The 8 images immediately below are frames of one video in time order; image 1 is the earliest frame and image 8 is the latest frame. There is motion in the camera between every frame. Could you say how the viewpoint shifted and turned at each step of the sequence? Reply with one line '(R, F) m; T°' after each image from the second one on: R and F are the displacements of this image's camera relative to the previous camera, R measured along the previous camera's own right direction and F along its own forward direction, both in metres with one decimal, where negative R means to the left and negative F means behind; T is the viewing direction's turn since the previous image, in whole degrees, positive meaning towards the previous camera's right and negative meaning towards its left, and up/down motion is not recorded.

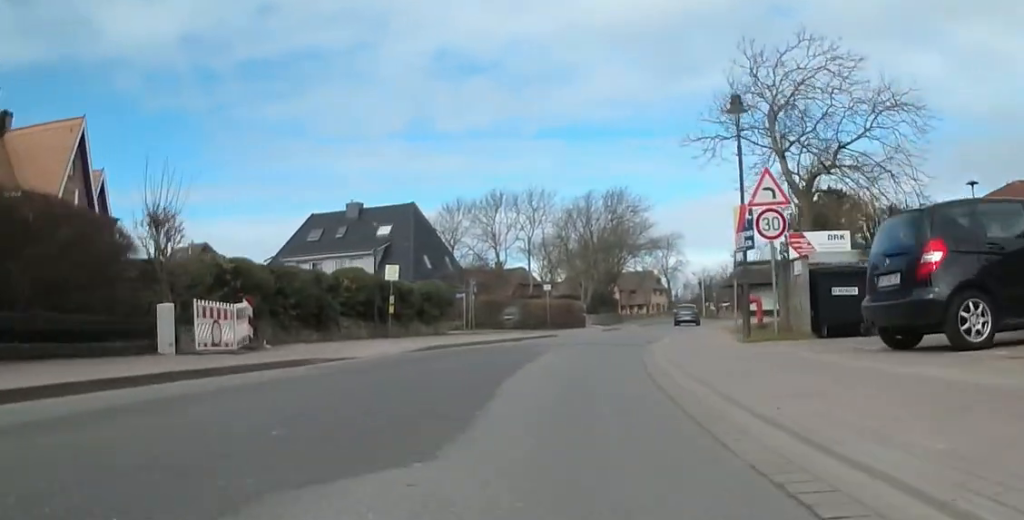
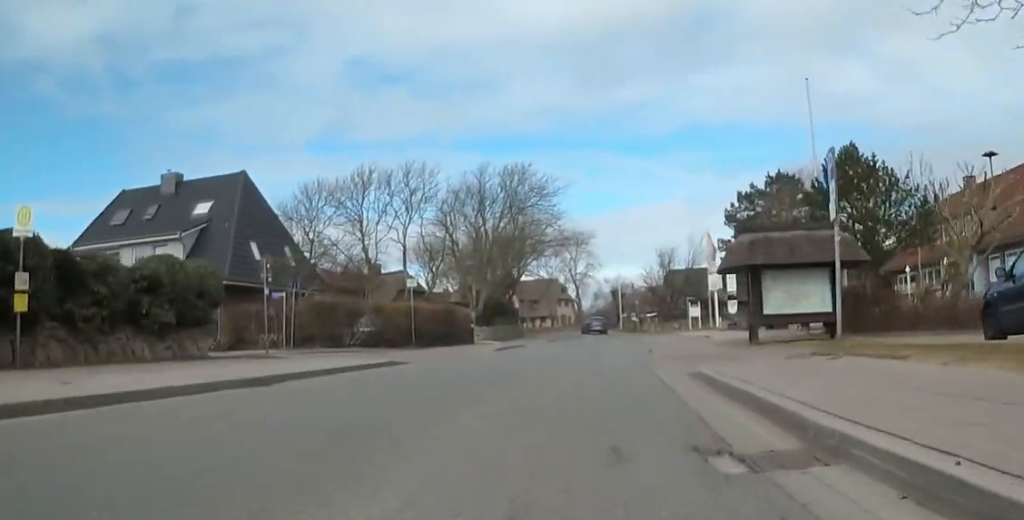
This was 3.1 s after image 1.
(-2.4, +12.3) m; -11°
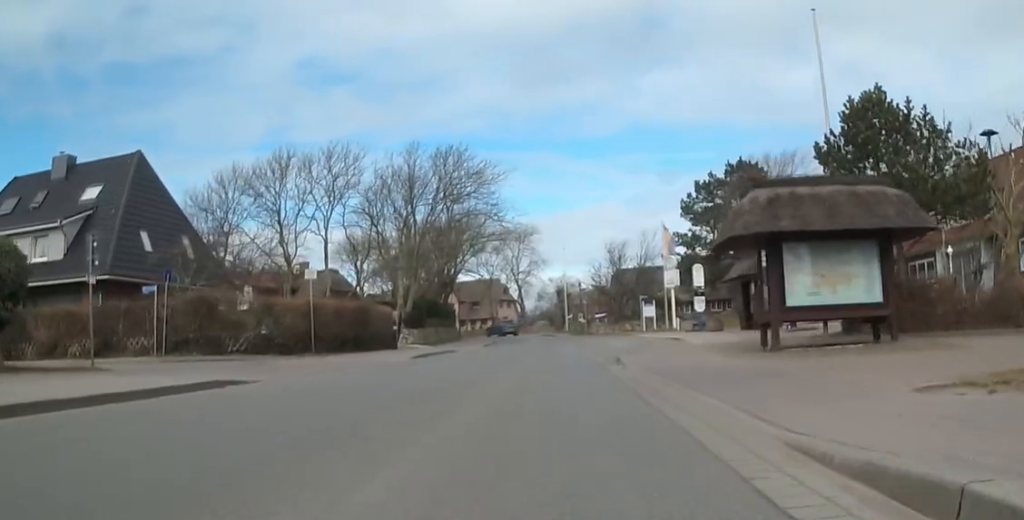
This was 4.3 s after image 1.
(+0.1, +5.3) m; +13°
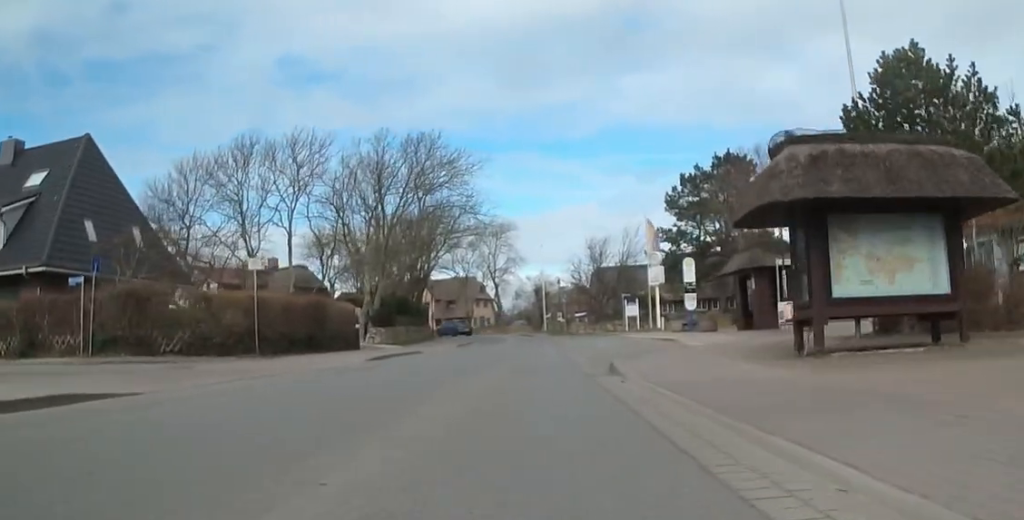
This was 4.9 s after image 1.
(+0.3, +2.5) m; +3°
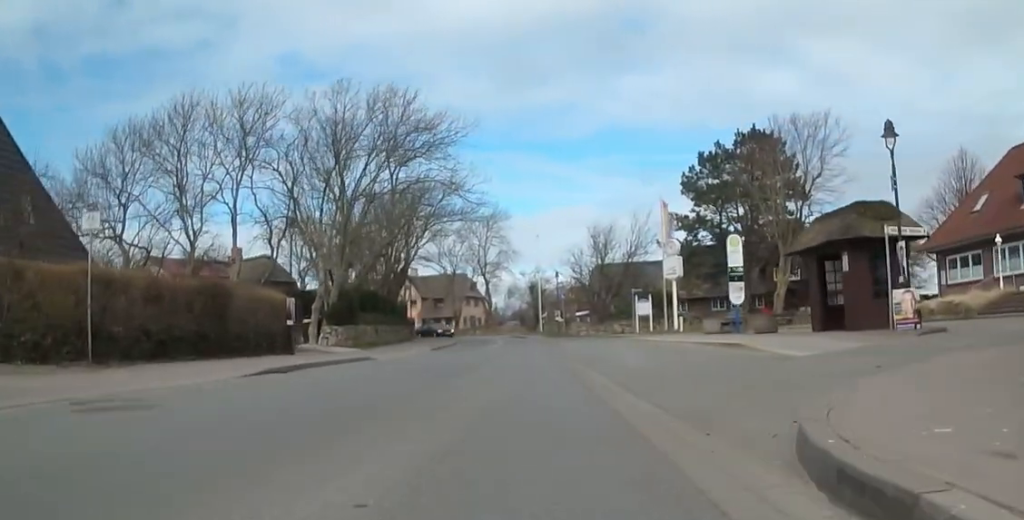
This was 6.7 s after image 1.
(0.0, +7.3) m; -10°
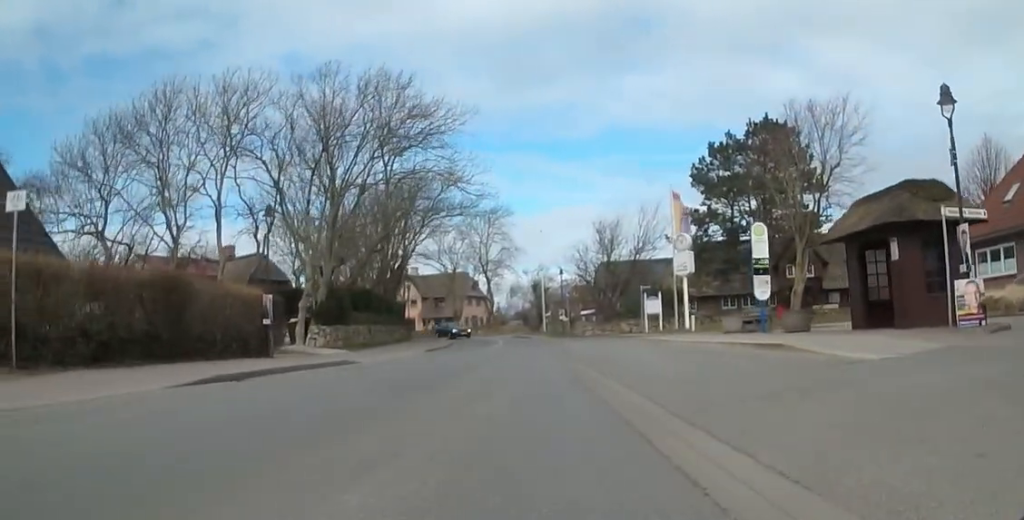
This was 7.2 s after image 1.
(-0.2, +2.1) m; -5°
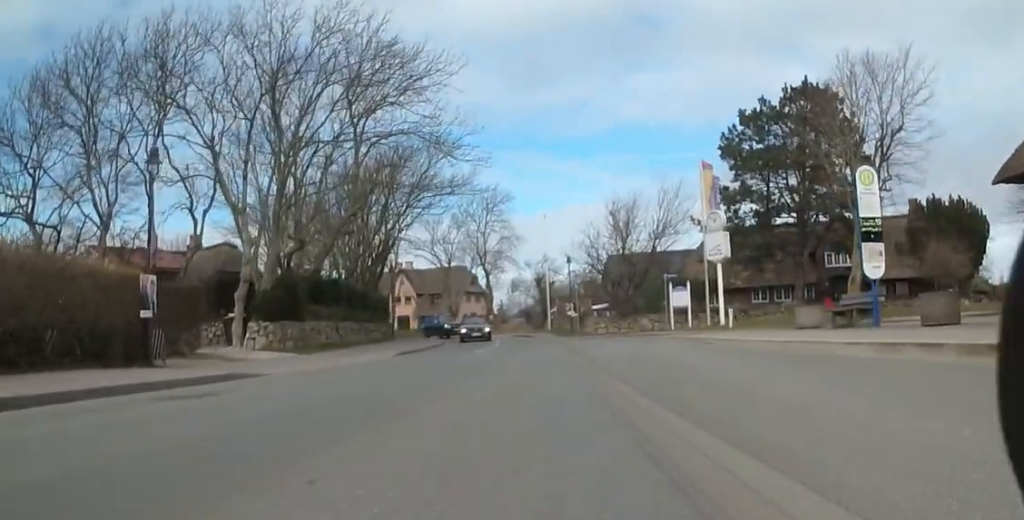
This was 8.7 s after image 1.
(-0.1, +6.5) m; -1°
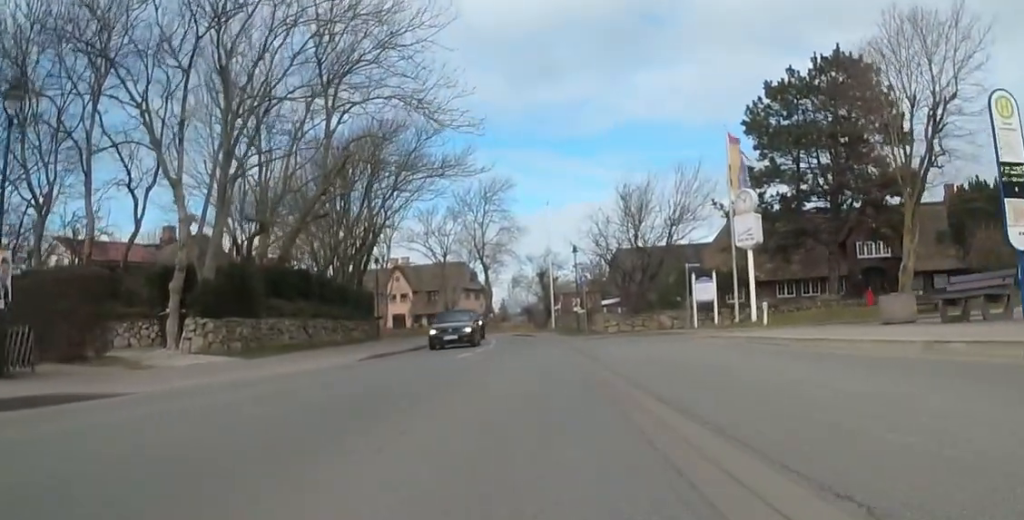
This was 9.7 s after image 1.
(0.0, +4.5) m; 0°
